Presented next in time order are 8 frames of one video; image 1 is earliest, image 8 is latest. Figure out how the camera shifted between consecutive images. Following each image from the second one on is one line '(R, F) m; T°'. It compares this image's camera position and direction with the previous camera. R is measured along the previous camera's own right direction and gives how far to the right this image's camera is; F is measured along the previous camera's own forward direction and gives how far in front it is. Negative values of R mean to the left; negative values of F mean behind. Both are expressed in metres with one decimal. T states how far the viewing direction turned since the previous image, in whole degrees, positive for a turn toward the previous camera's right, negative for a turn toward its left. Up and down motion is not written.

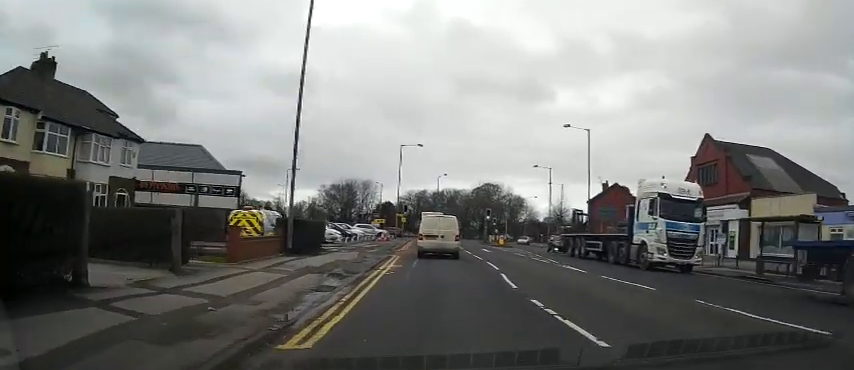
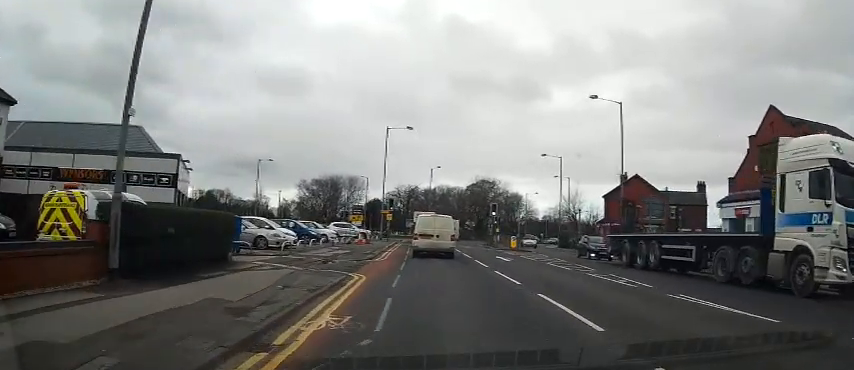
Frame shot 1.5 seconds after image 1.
(+0.2, +11.4) m; +1°
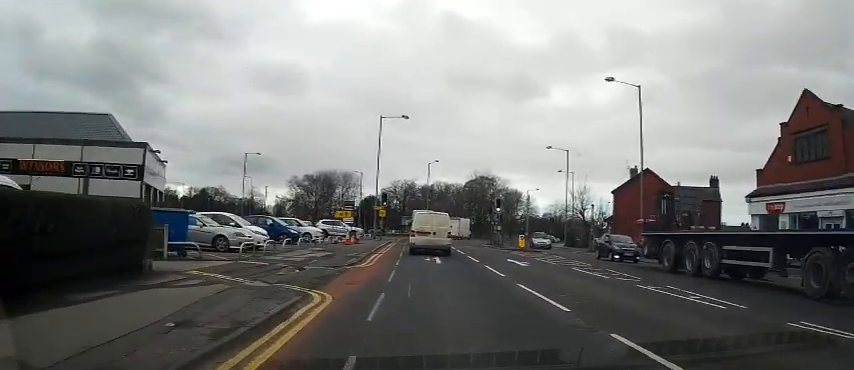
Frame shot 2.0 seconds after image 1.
(0.0, +4.5) m; 0°
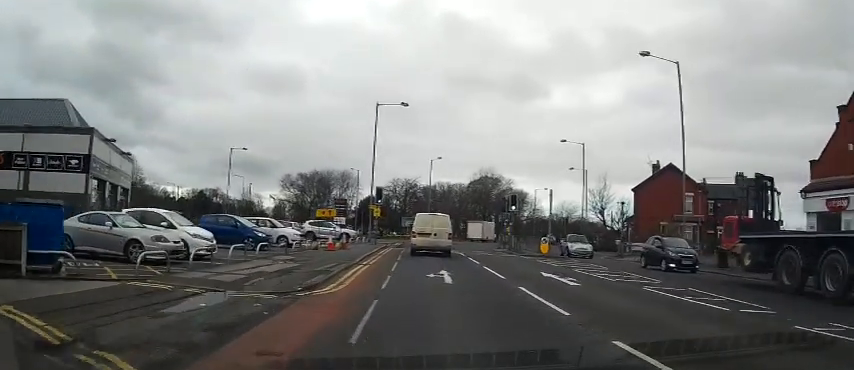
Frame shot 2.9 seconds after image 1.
(0.0, +6.5) m; 0°
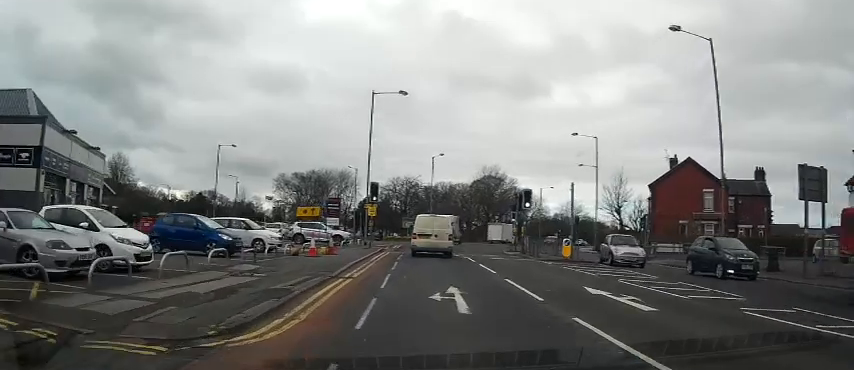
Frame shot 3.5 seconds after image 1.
(0.0, +4.6) m; 0°
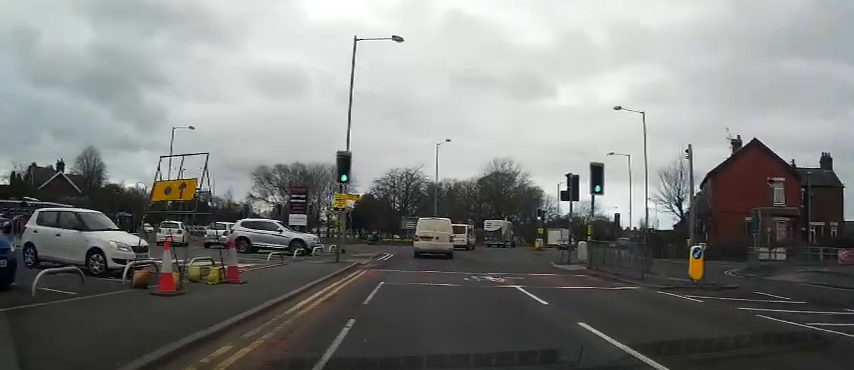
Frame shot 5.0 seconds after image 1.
(0.0, +12.4) m; 0°
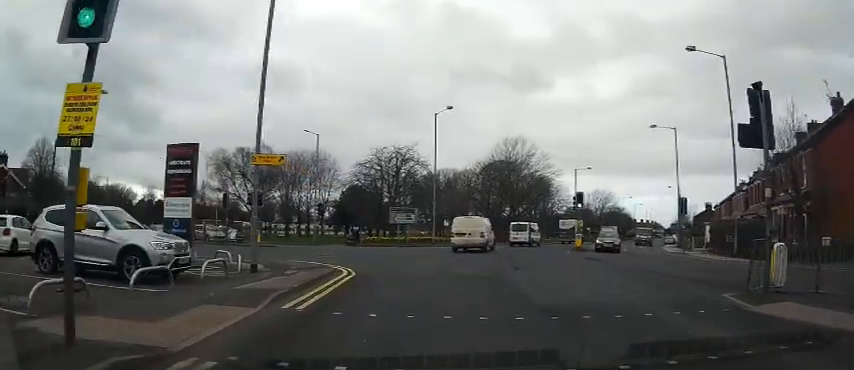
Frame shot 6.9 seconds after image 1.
(-0.2, +14.5) m; -2°
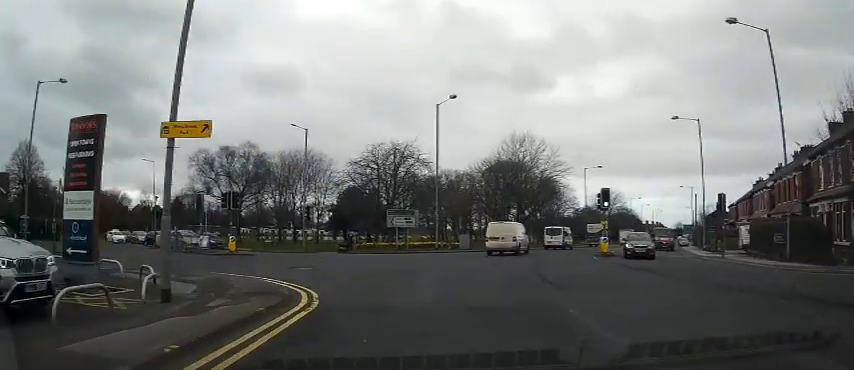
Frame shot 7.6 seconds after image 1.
(0.0, +5.3) m; -1°
